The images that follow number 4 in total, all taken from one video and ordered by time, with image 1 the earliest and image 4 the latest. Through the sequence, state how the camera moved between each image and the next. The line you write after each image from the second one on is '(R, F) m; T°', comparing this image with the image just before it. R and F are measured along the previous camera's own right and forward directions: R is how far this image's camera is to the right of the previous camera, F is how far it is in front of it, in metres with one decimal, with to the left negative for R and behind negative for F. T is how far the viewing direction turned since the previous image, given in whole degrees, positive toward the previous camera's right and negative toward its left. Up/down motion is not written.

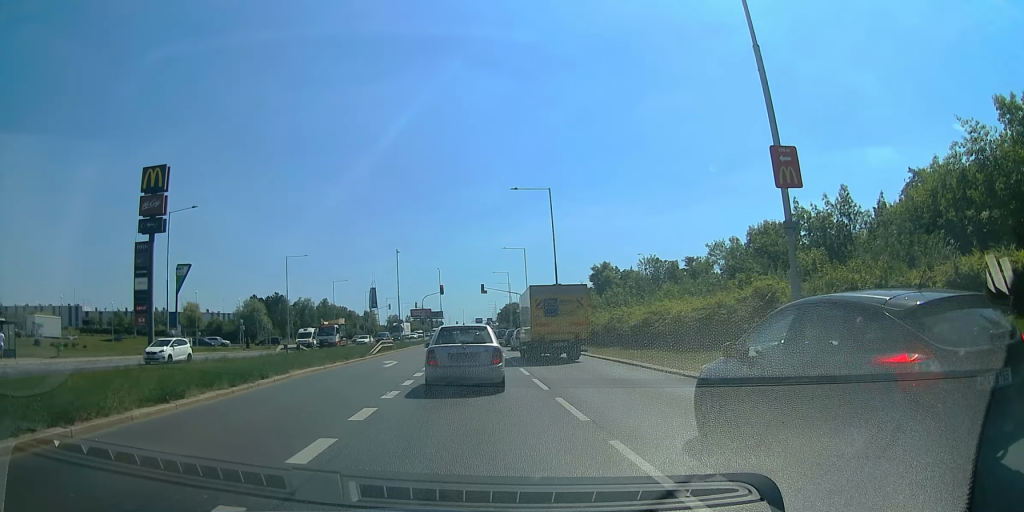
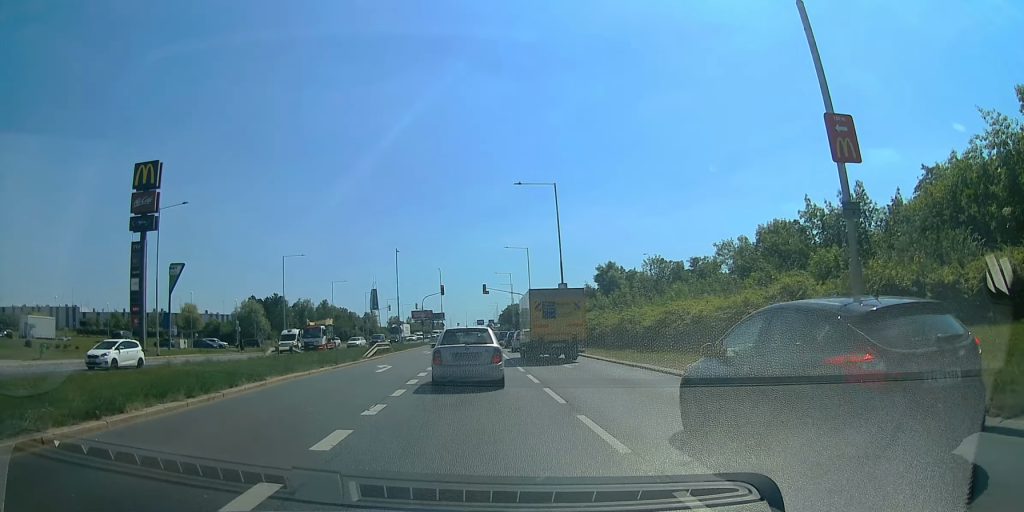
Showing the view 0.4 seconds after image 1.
(0.0, +2.2) m; 0°
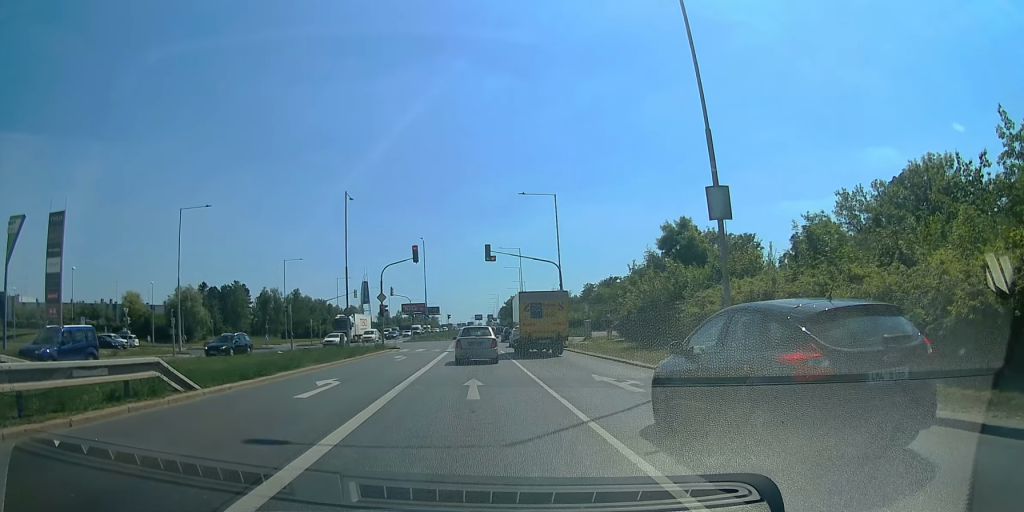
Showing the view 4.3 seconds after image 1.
(+0.1, +28.1) m; +6°
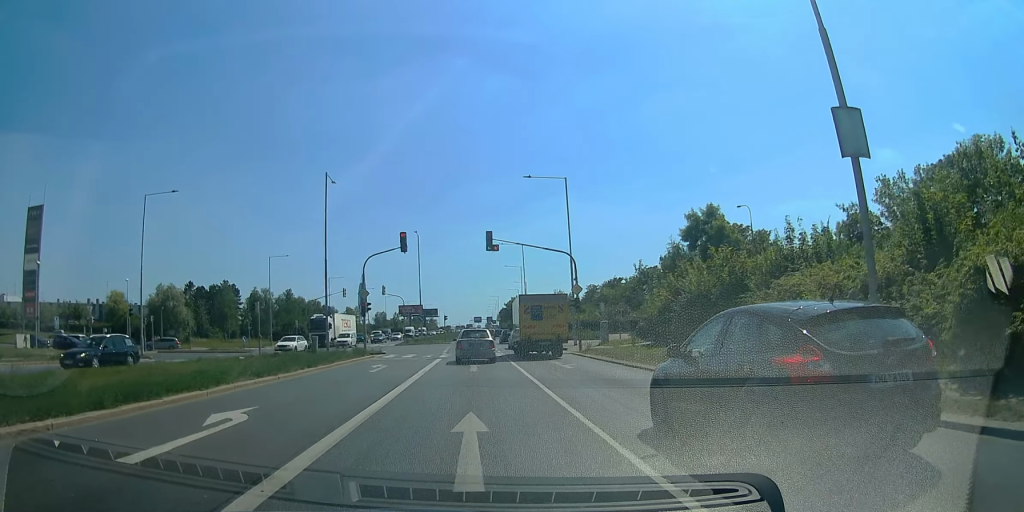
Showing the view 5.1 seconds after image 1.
(+0.4, +6.3) m; +1°
